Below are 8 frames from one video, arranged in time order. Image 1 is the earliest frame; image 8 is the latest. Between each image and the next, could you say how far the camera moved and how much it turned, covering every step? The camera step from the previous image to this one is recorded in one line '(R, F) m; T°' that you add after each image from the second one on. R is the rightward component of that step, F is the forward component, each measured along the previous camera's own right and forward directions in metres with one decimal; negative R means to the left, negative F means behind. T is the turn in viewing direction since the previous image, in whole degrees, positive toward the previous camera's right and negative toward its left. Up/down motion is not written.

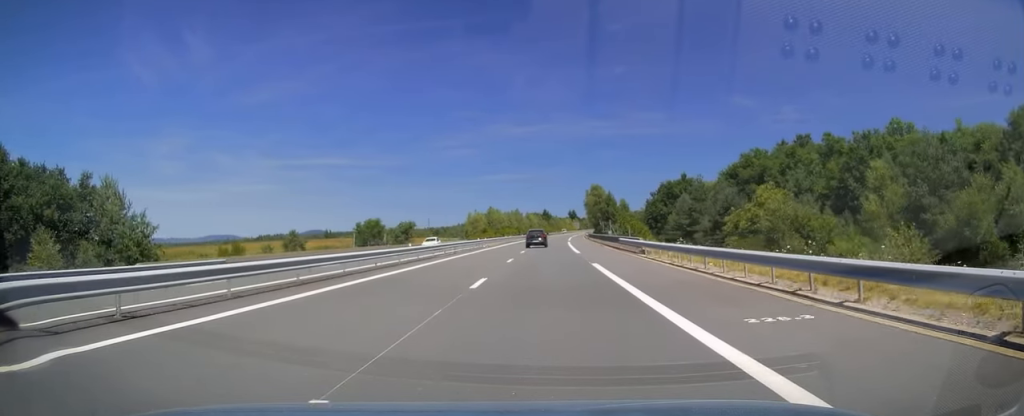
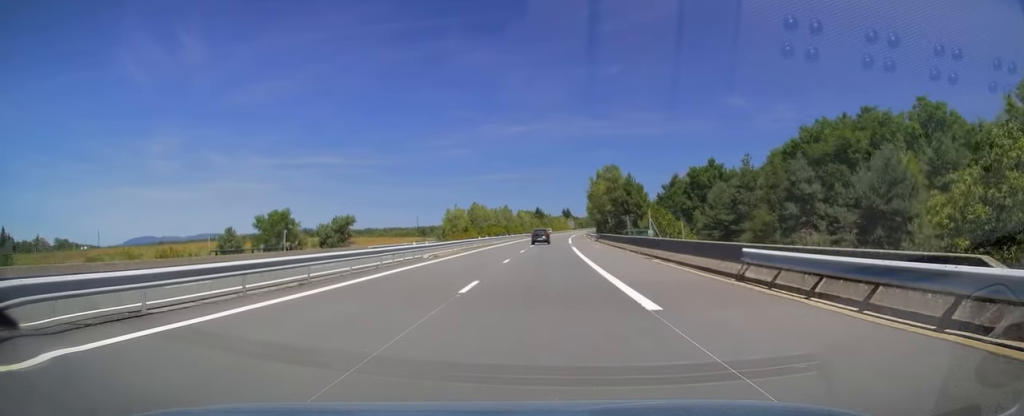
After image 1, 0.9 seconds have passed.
(+0.2, +27.1) m; +1°
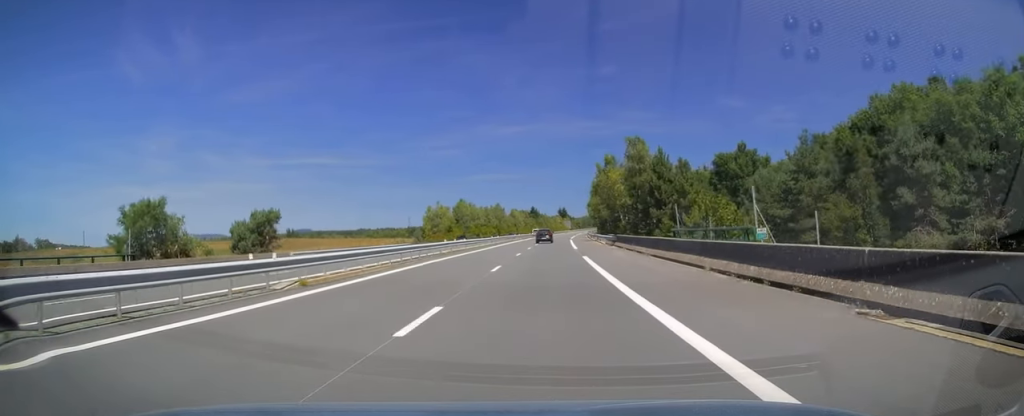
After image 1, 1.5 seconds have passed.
(0.0, +18.8) m; 0°
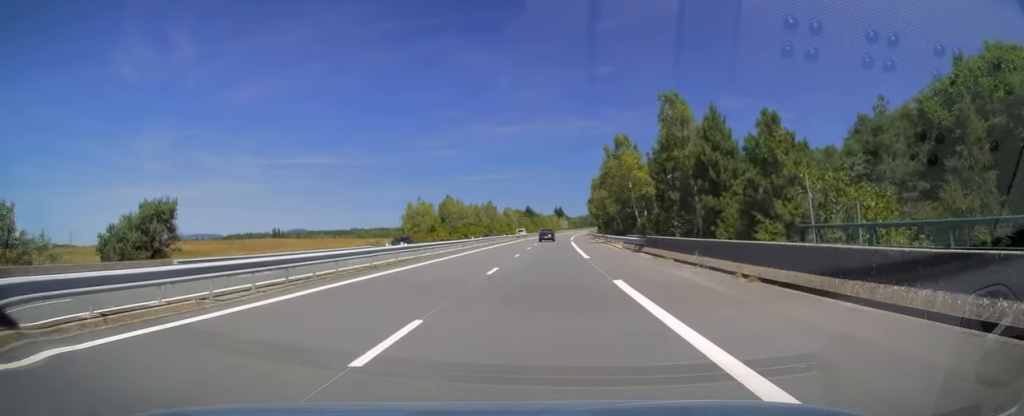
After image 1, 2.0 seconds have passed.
(-0.1, +14.8) m; 0°
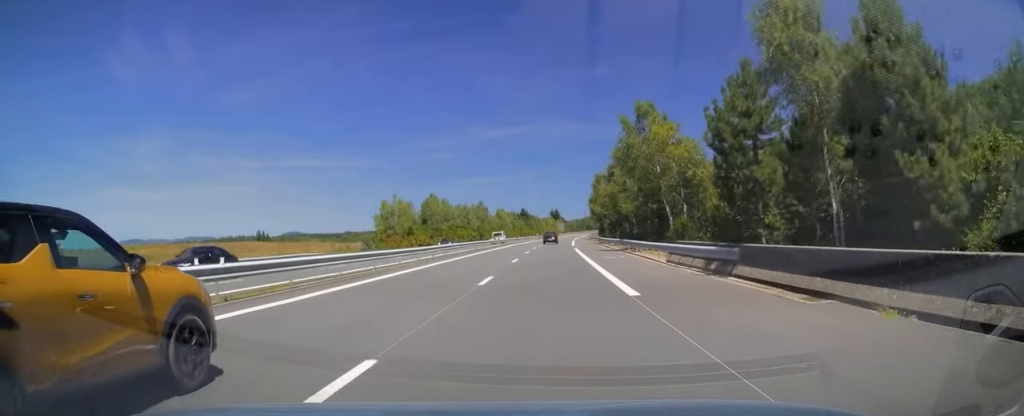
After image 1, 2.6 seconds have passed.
(+0.1, +15.7) m; 0°
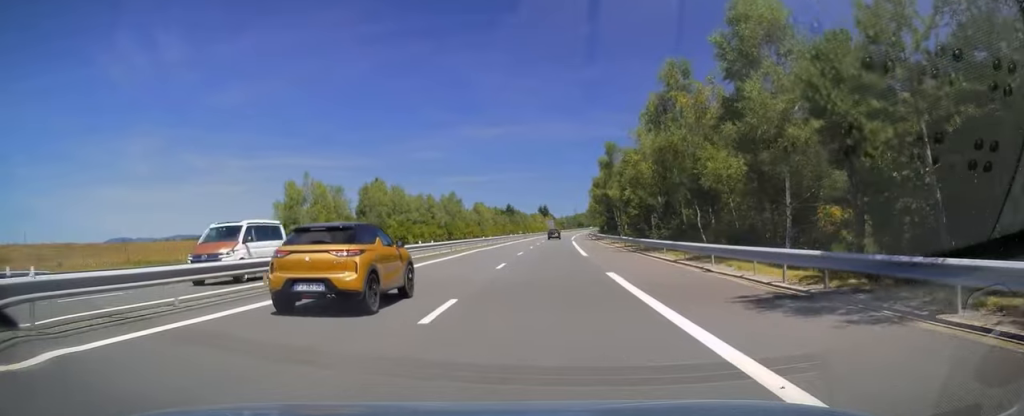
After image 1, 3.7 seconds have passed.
(+0.3, +33.4) m; +1°
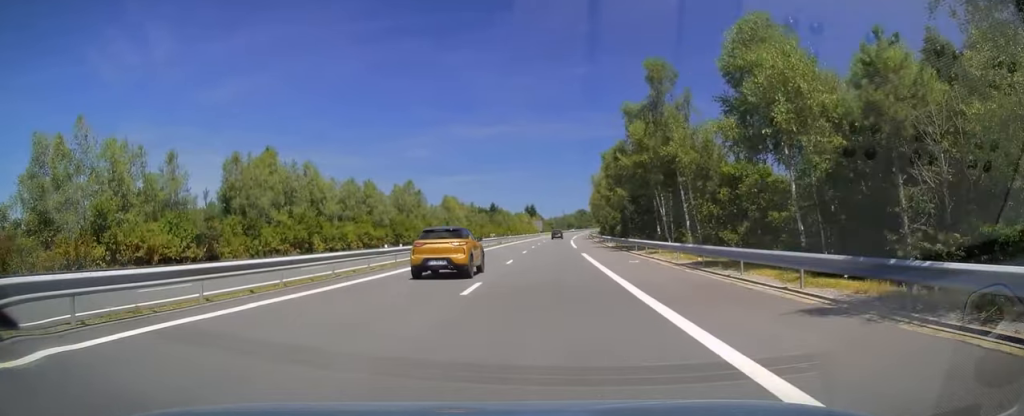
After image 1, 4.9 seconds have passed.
(+0.4, +34.8) m; +1°
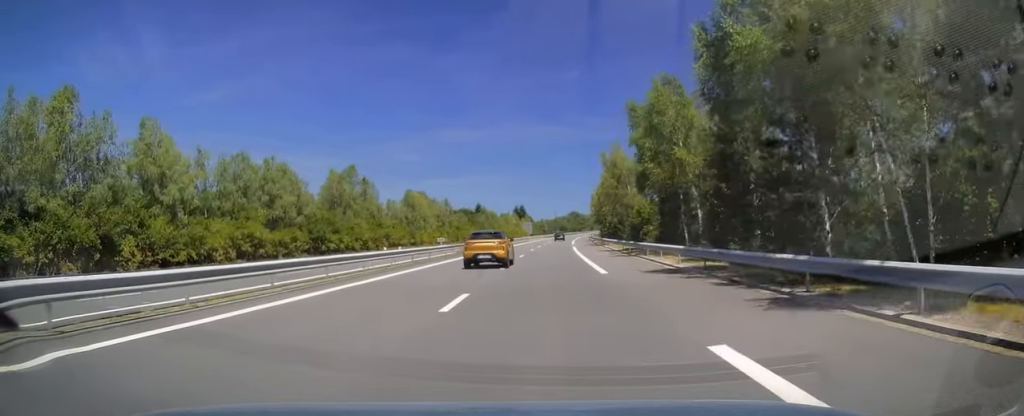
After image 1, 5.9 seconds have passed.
(+0.1, +28.5) m; +1°
